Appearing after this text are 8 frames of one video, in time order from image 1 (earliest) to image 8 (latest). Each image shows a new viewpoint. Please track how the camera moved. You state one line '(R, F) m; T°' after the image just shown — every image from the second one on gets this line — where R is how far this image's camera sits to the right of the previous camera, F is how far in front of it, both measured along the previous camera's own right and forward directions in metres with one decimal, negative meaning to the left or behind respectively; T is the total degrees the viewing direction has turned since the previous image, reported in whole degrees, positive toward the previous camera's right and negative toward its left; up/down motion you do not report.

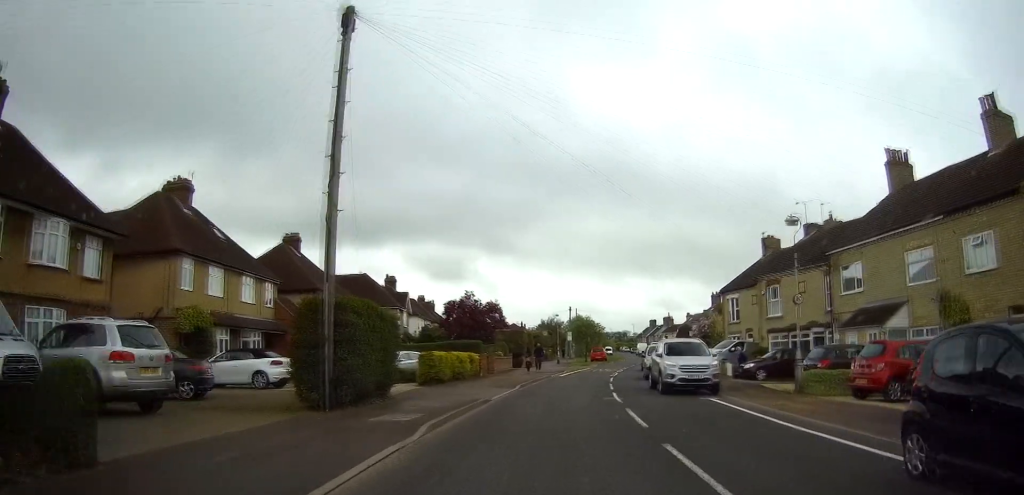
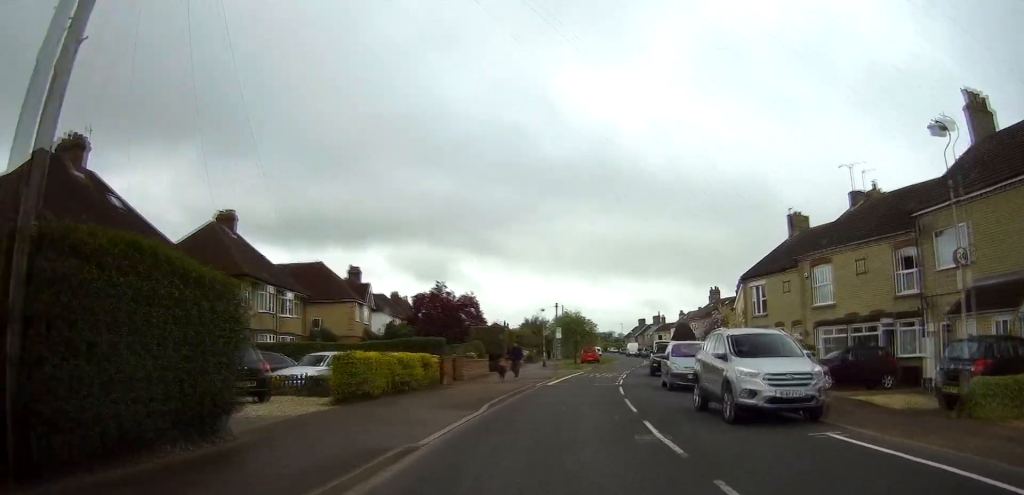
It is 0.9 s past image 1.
(+0.1, +8.9) m; +1°
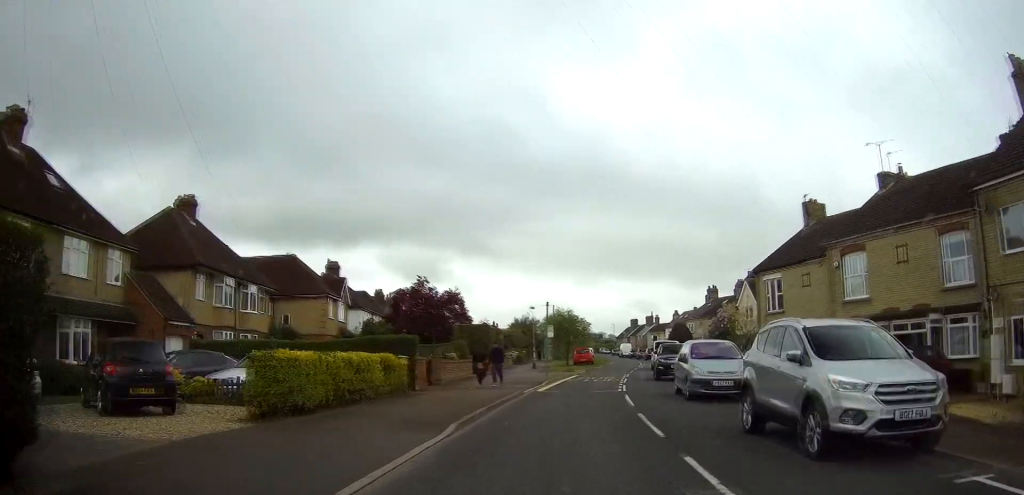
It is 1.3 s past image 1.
(0.0, +4.2) m; +1°
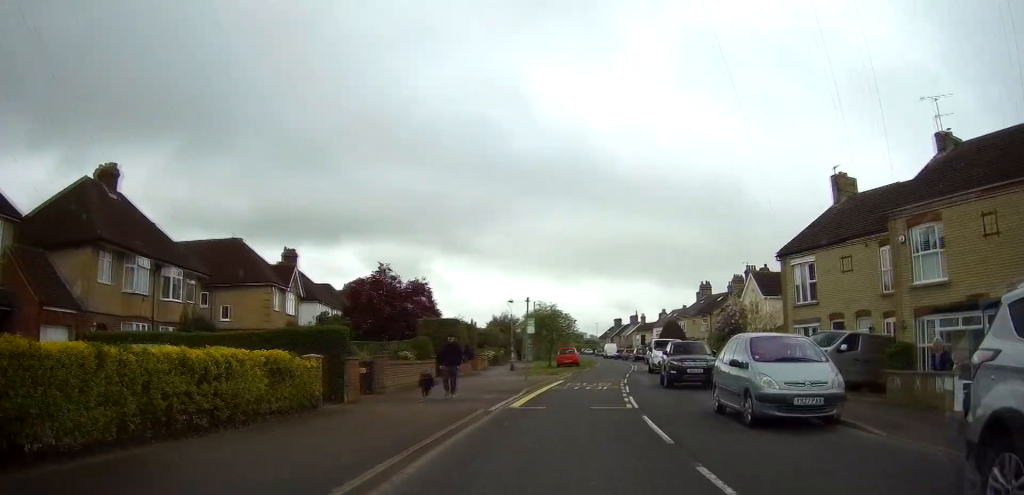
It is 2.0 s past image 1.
(+0.1, +6.7) m; +2°
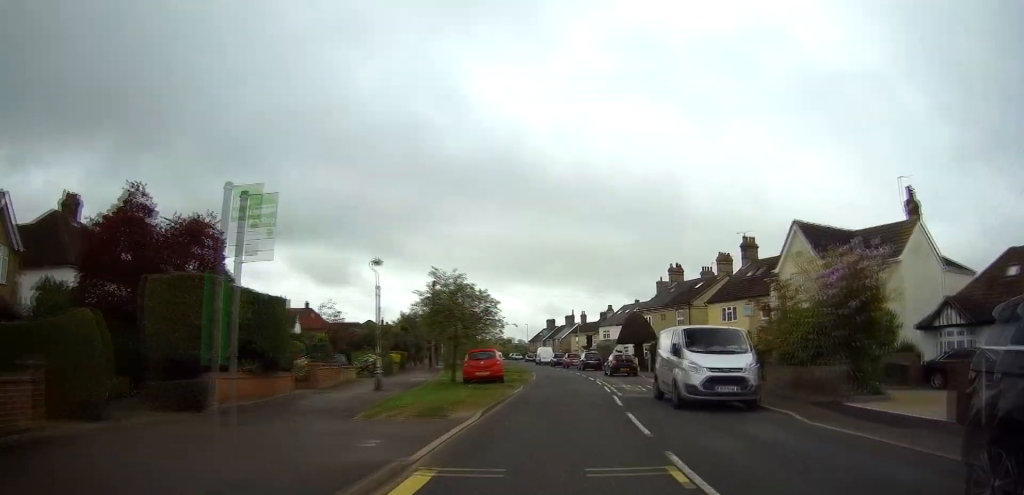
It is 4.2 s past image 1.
(+1.2, +22.5) m; +5°
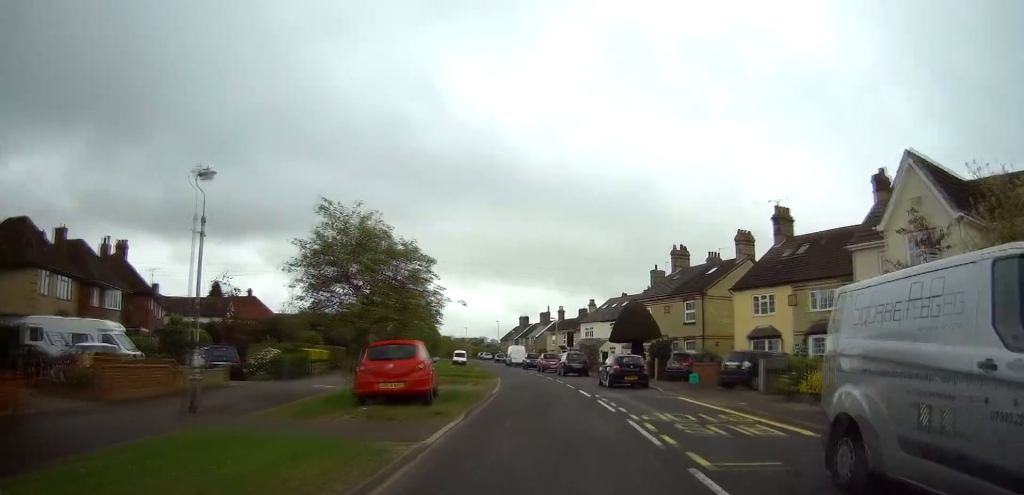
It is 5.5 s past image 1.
(0.0, +12.9) m; 0°
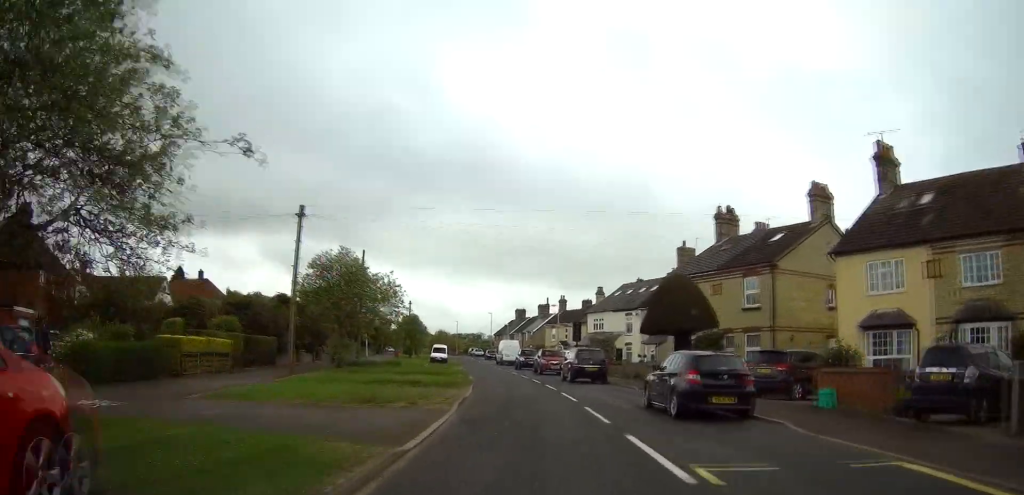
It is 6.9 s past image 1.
(+0.1, +14.2) m; +2°
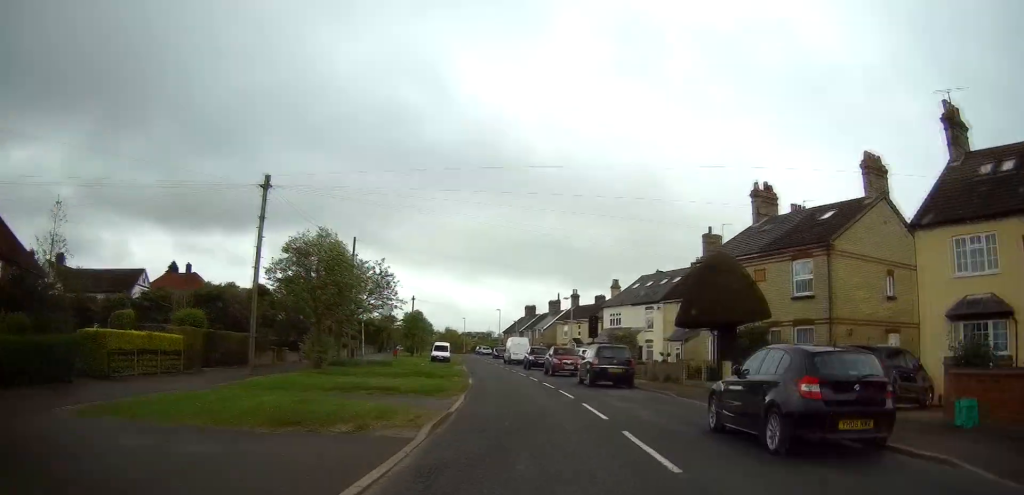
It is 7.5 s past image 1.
(0.0, +5.5) m; 0°
